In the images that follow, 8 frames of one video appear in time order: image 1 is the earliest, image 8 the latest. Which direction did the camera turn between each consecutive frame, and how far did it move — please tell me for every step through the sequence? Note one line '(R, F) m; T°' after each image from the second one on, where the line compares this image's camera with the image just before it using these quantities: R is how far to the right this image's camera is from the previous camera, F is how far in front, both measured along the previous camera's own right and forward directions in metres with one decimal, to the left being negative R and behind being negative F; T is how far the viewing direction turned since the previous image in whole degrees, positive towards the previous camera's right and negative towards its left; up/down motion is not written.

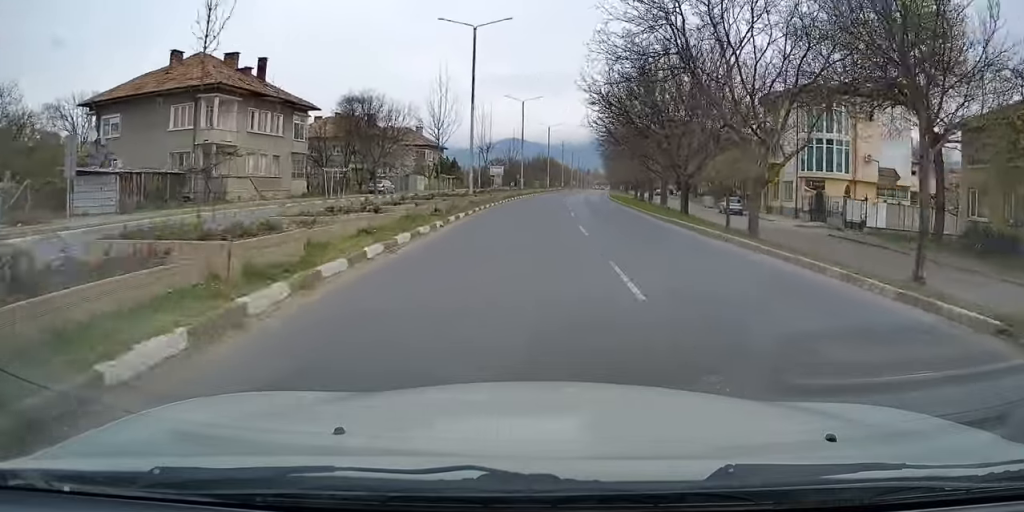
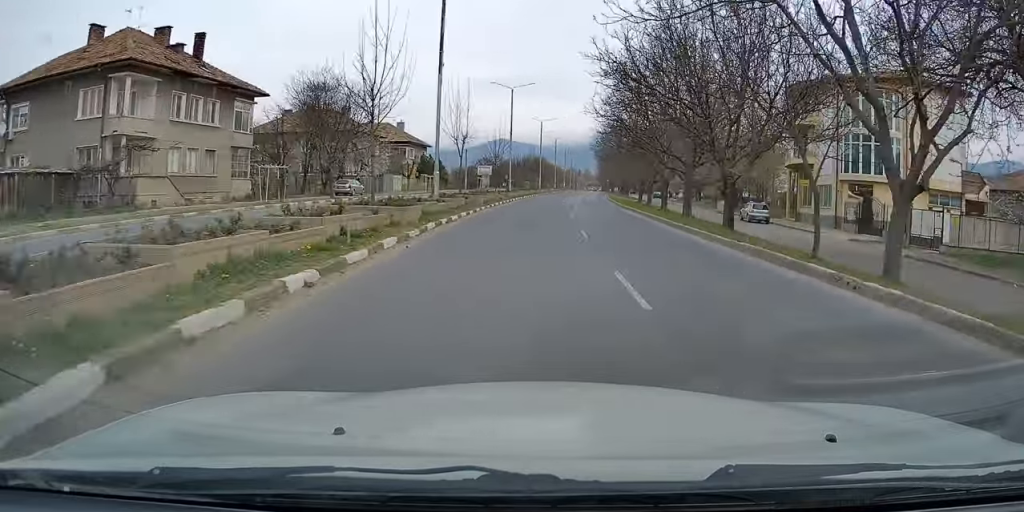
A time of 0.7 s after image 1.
(+0.2, +9.1) m; +1°
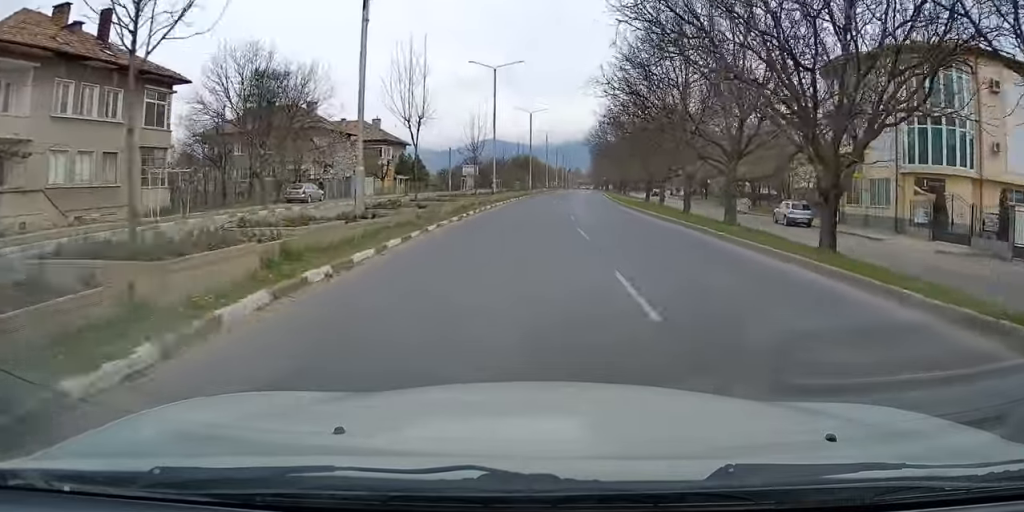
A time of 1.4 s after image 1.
(0.0, +9.2) m; +1°
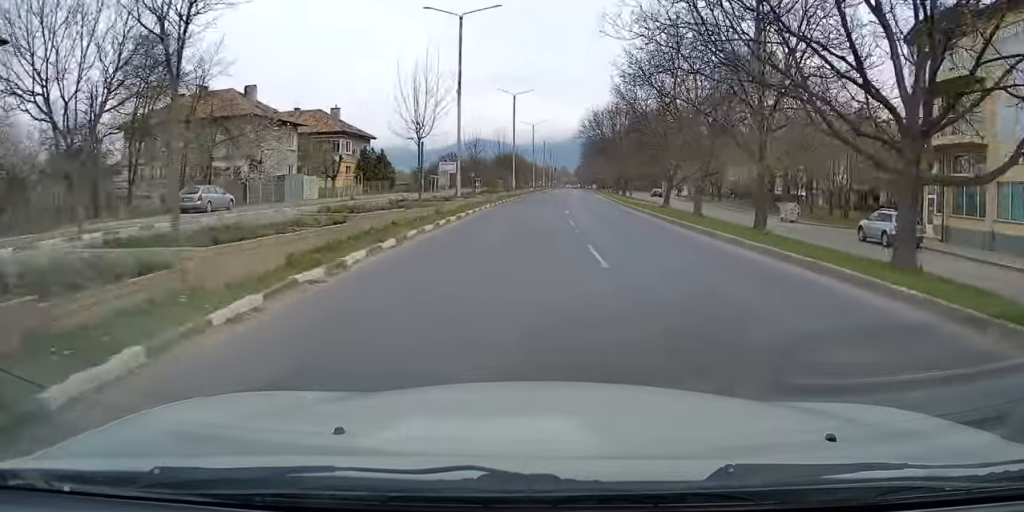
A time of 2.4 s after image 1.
(+0.1, +13.3) m; +1°
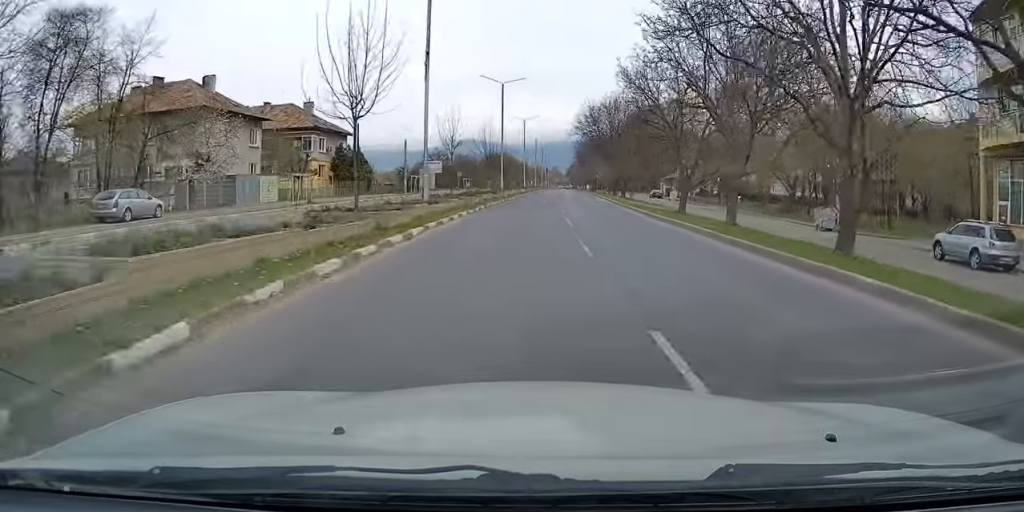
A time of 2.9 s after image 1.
(0.0, +6.8) m; +1°
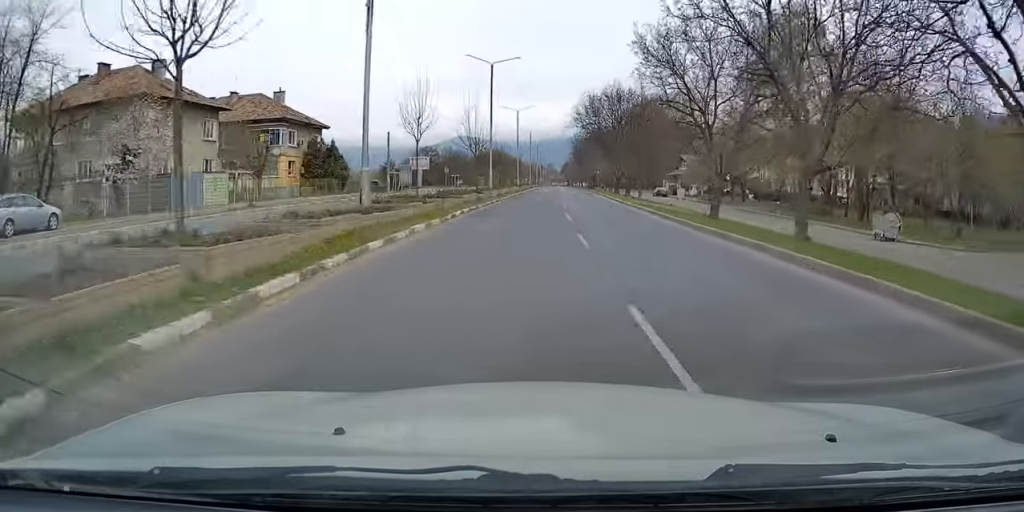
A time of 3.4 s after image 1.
(+0.1, +7.4) m; 0°
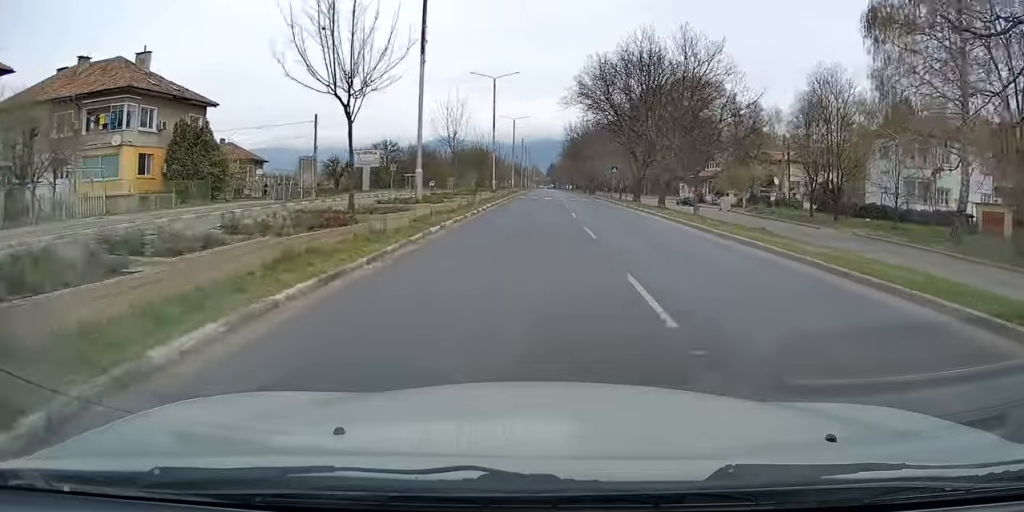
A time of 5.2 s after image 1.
(+0.1, +24.1) m; +1°
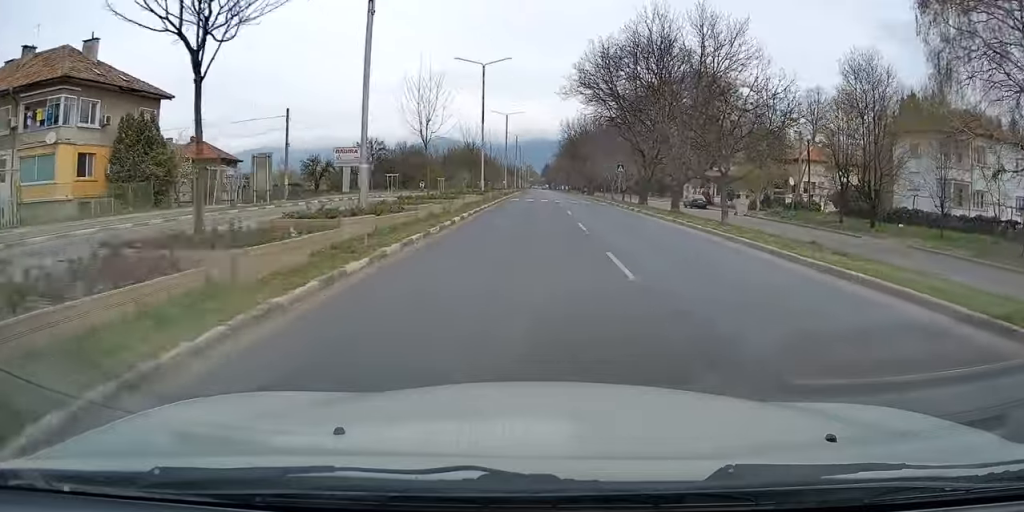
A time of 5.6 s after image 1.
(0.0, +6.0) m; +1°
